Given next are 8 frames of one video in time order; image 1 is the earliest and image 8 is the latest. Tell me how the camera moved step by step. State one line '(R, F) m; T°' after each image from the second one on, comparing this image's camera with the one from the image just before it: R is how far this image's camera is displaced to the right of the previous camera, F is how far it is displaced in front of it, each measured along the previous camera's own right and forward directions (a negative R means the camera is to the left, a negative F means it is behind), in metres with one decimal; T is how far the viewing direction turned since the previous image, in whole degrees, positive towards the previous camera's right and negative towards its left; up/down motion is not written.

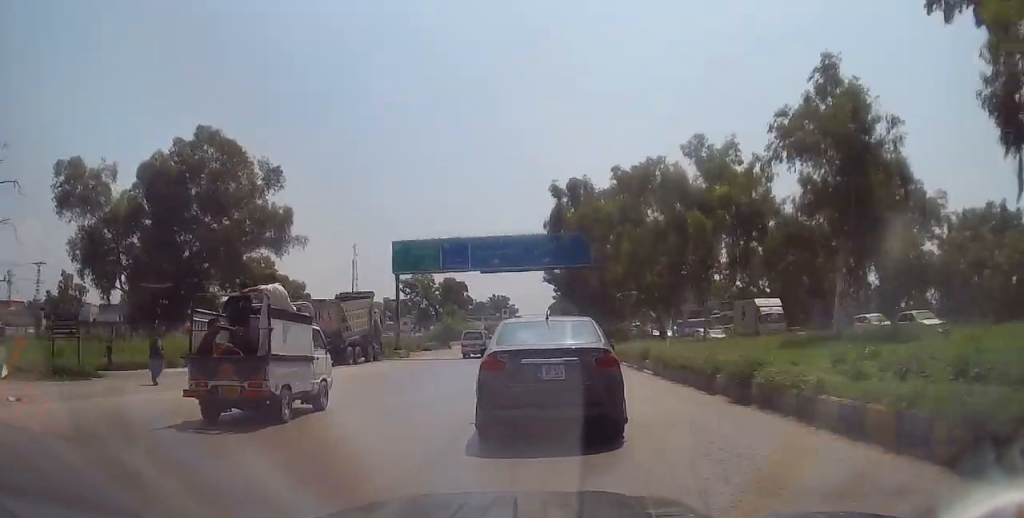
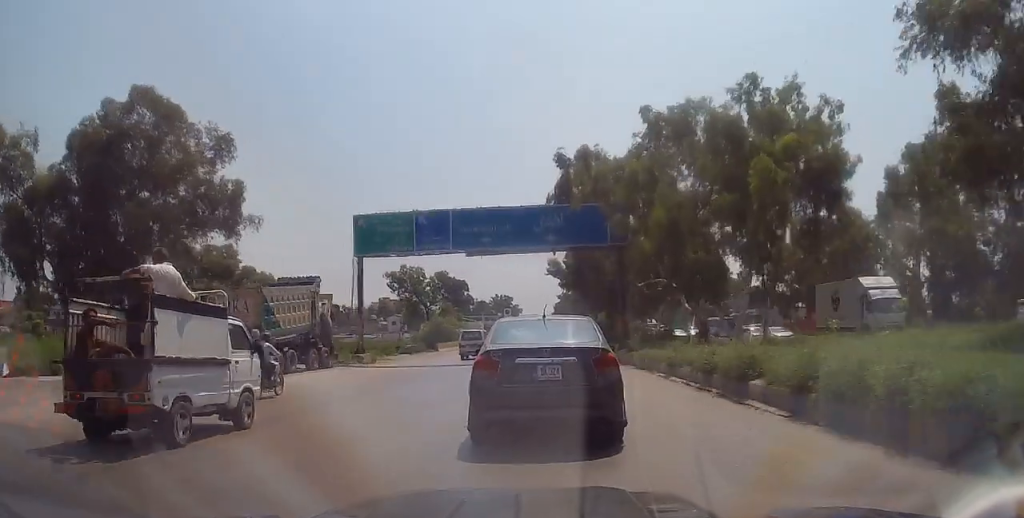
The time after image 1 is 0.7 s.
(-0.1, +10.6) m; -1°
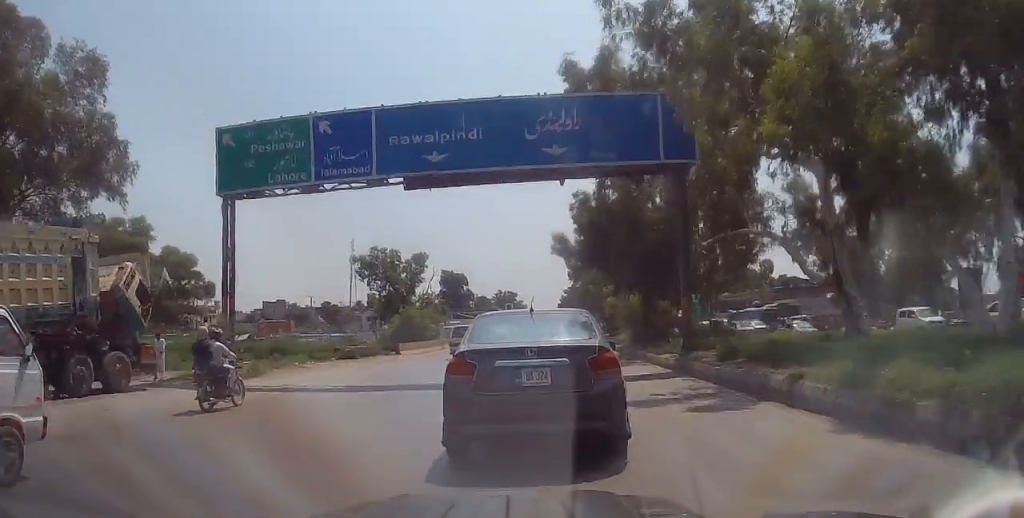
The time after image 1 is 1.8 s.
(-0.3, +16.6) m; 0°
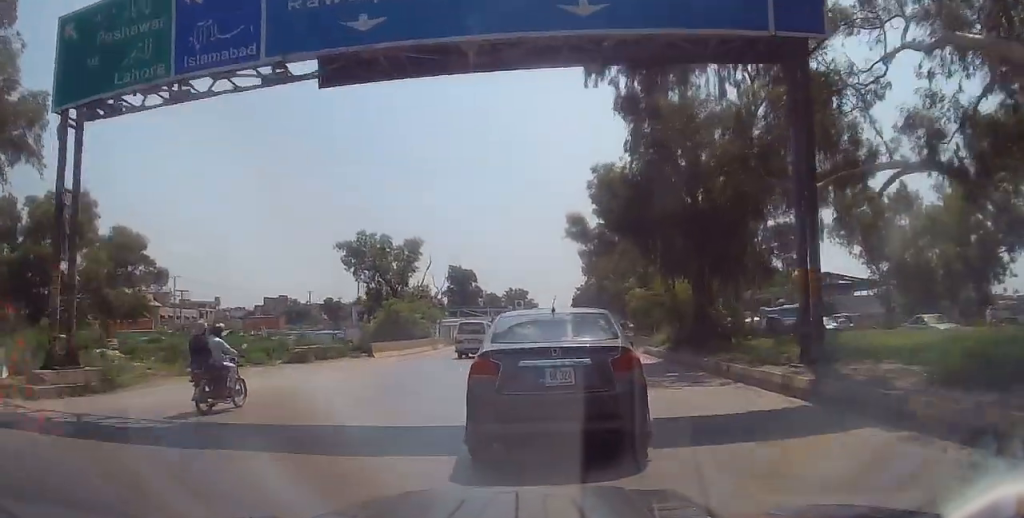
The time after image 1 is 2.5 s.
(+0.2, +9.5) m; +1°
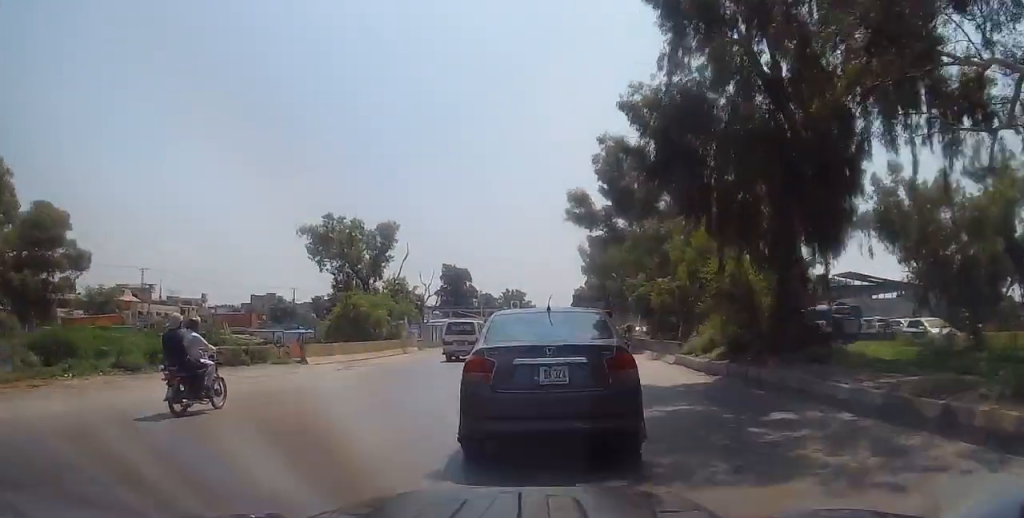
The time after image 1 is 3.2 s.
(+0.2, +8.8) m; -2°
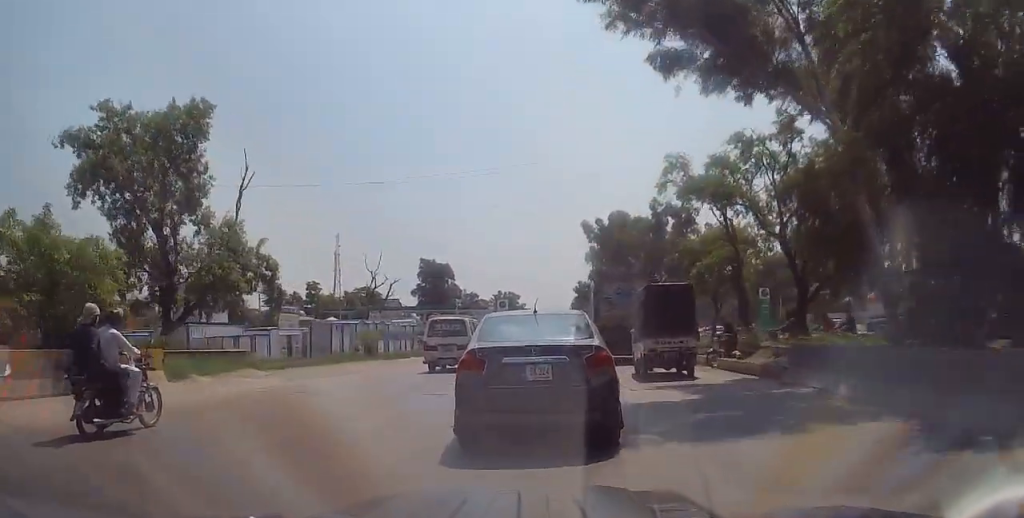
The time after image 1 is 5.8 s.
(-0.1, +28.5) m; 0°
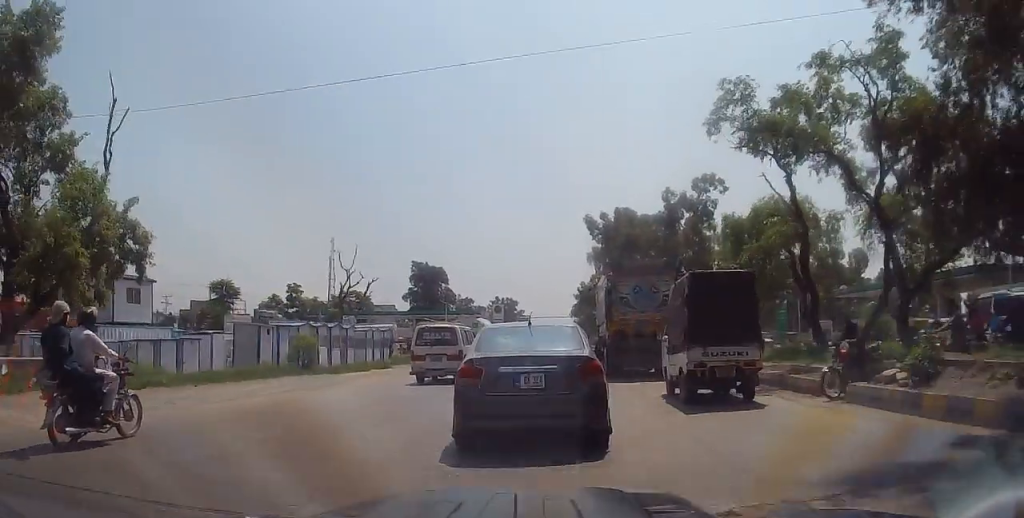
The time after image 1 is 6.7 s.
(-0.2, +8.7) m; -1°
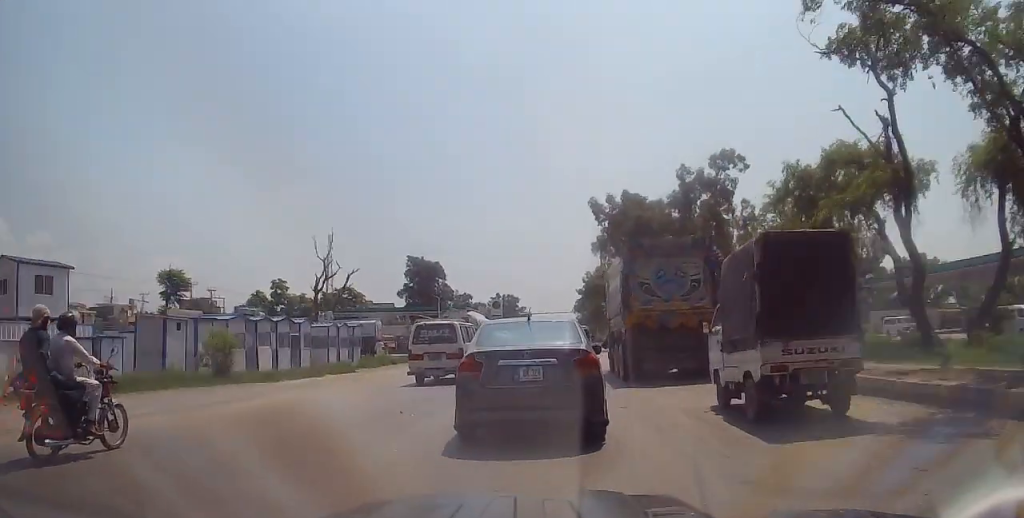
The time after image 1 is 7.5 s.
(-0.2, +7.2) m; +2°
